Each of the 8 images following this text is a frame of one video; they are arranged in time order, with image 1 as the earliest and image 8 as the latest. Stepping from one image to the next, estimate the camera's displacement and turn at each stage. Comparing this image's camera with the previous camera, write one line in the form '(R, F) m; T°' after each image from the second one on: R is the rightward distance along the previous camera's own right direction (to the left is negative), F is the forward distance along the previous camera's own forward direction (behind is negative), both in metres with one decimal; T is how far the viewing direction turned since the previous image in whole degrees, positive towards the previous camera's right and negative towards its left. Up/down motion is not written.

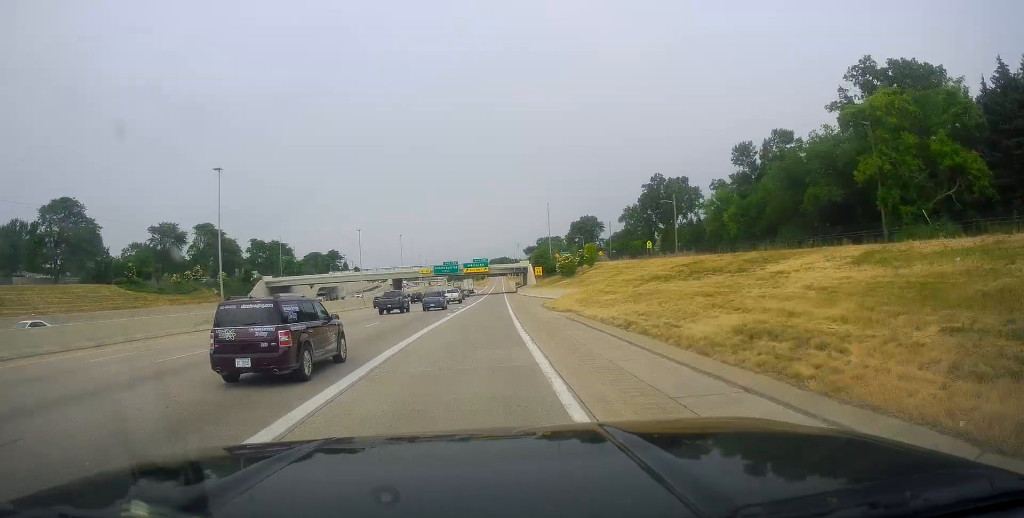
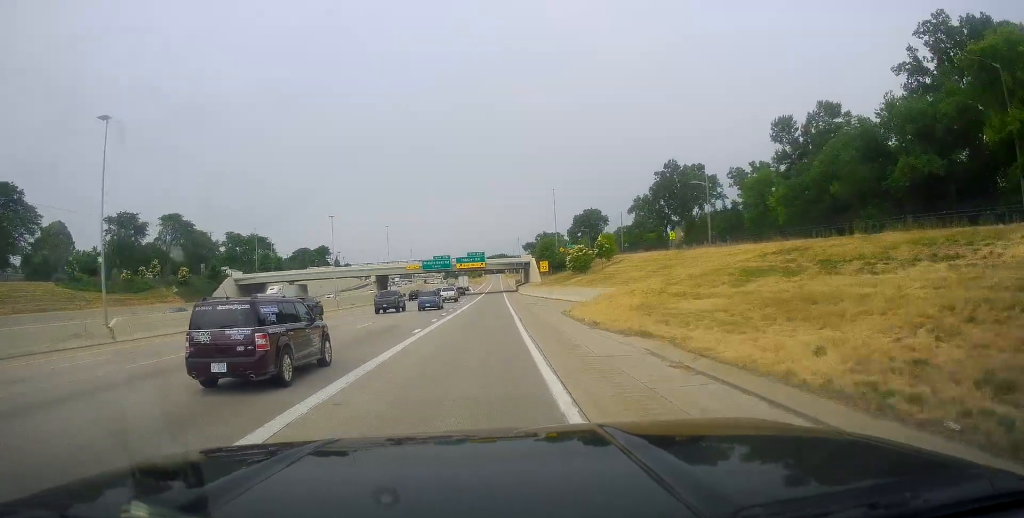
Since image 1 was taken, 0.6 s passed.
(-0.1, +16.1) m; 0°
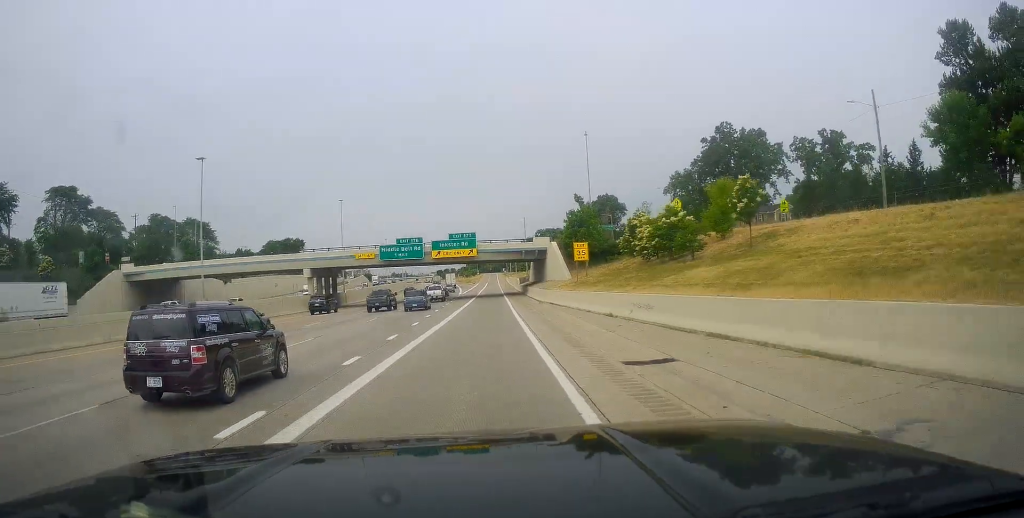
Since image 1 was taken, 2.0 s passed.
(+0.5, +39.8) m; +1°
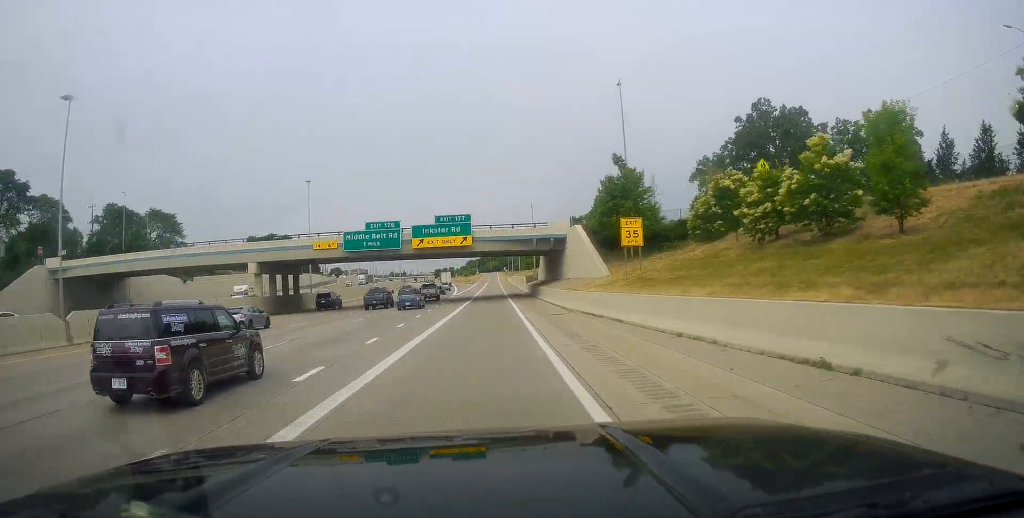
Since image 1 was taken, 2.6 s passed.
(+0.1, +18.0) m; 0°
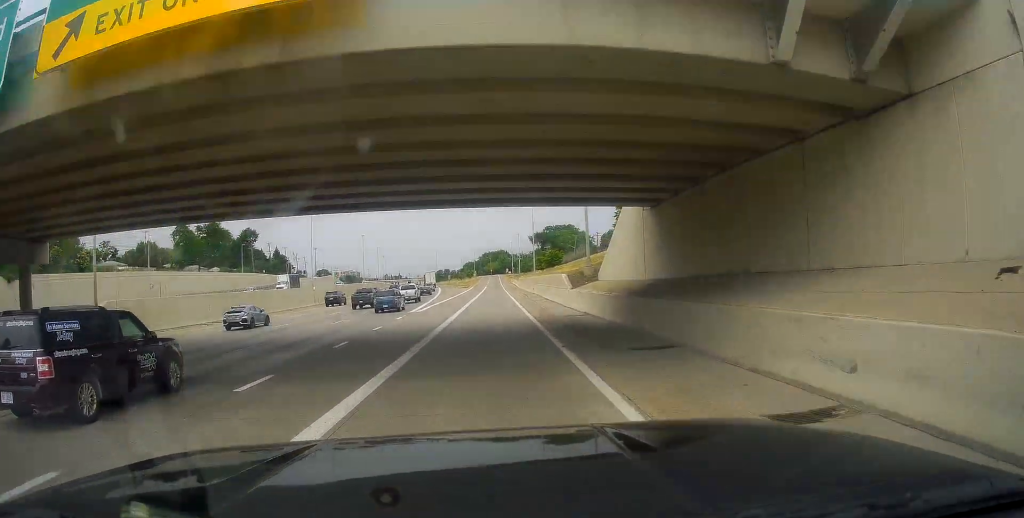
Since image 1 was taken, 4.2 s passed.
(+0.1, +46.5) m; 0°
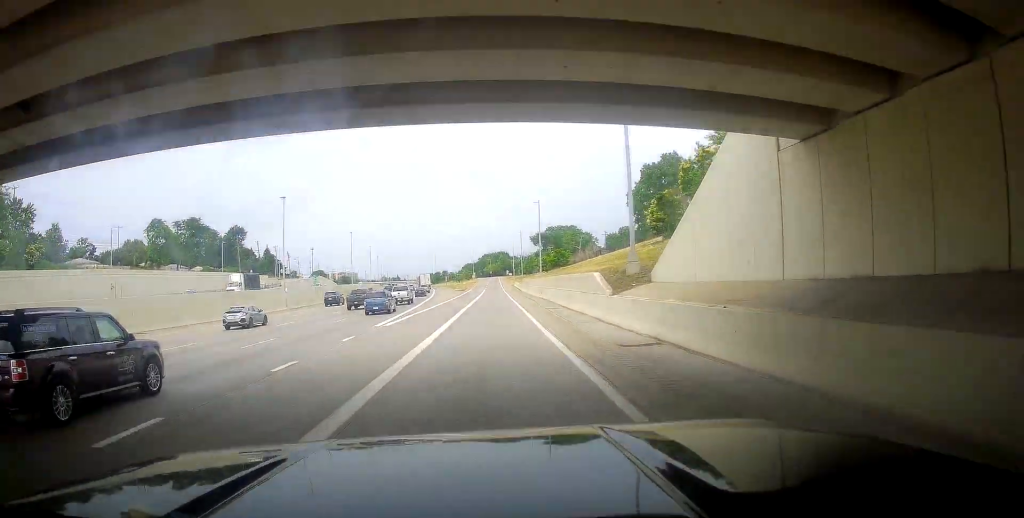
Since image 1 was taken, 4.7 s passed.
(-0.1, +12.3) m; 0°
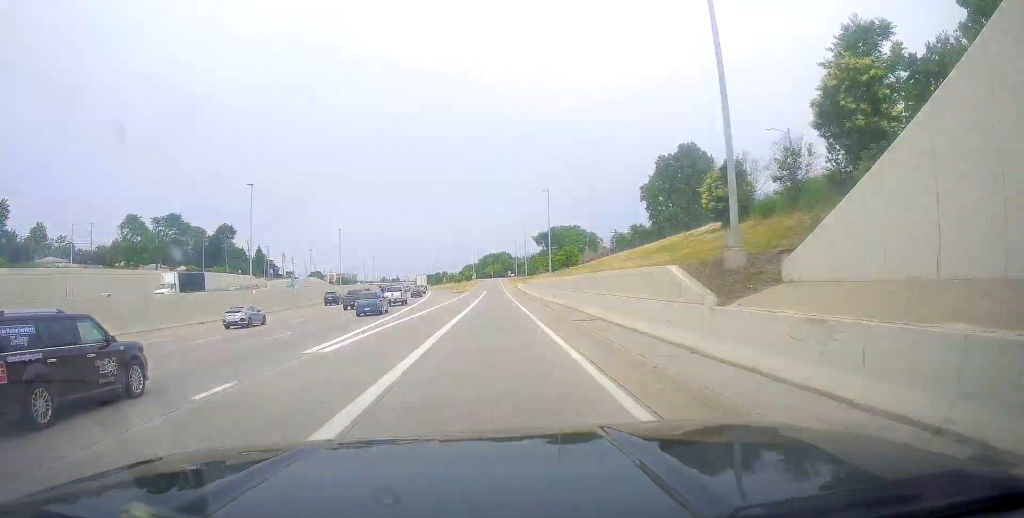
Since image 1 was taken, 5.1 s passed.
(-0.2, +11.4) m; 0°
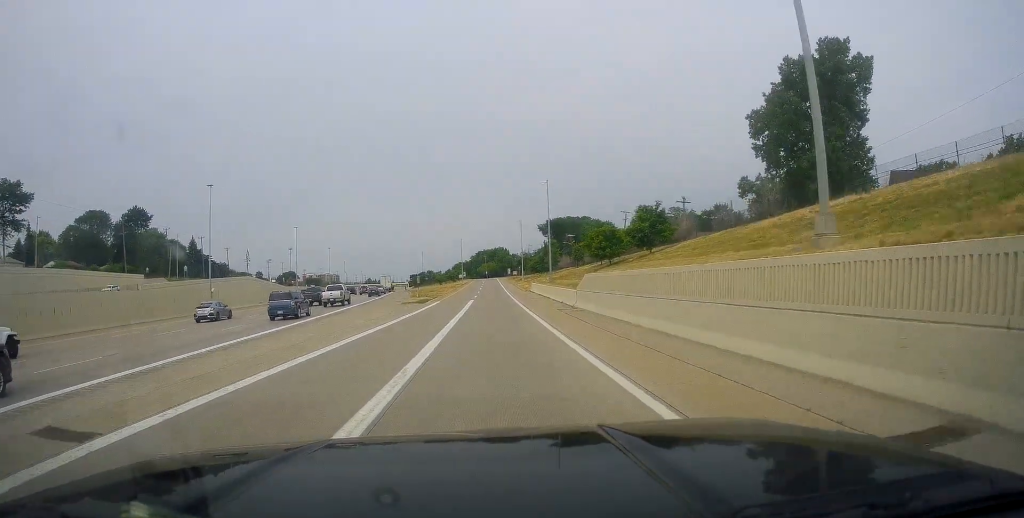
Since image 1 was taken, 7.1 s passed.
(+0.5, +57.6) m; +2°
